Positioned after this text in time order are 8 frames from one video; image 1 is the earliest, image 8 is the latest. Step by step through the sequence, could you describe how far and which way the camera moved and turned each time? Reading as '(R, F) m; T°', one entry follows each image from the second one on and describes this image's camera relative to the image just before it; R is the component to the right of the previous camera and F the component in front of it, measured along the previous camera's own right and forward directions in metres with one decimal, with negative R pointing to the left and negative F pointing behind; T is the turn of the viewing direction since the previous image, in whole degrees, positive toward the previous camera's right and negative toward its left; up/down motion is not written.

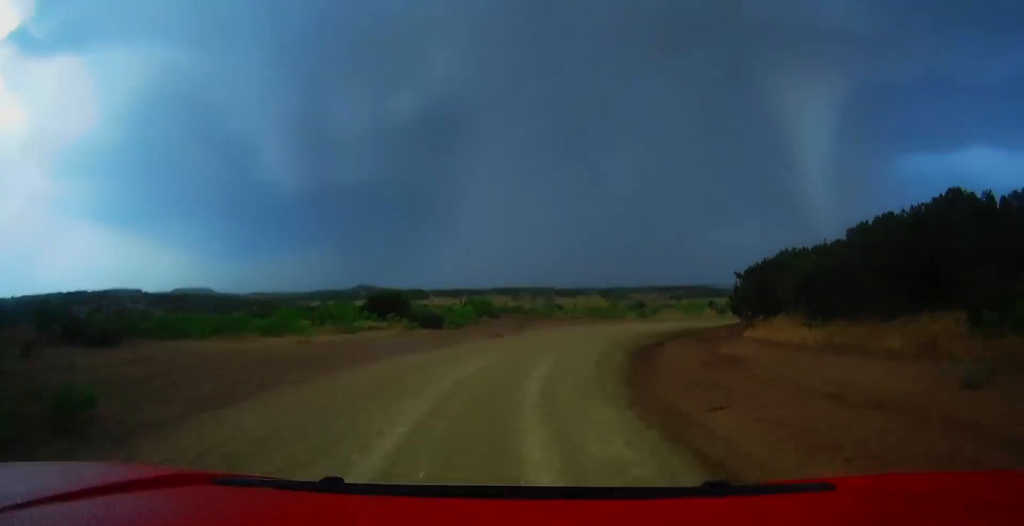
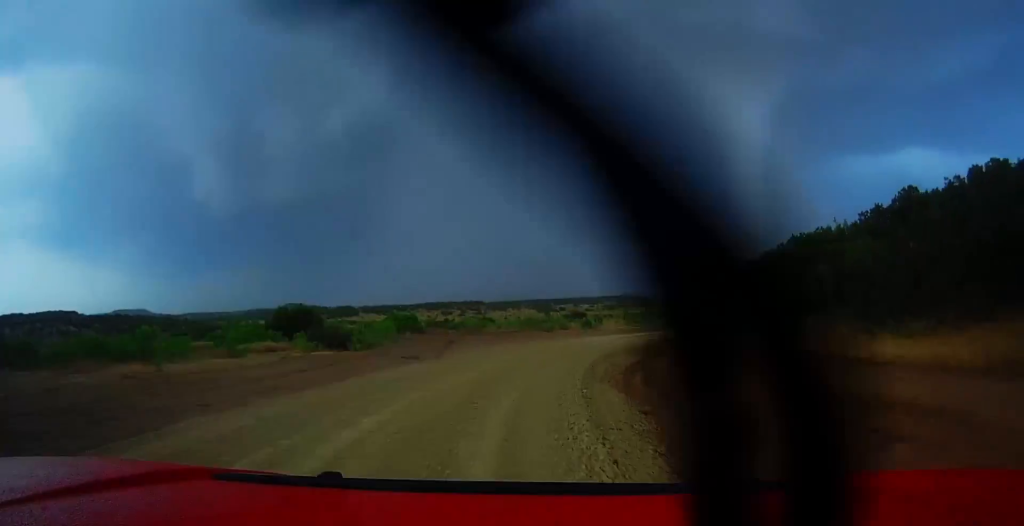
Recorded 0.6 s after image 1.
(+0.4, +9.6) m; +5°
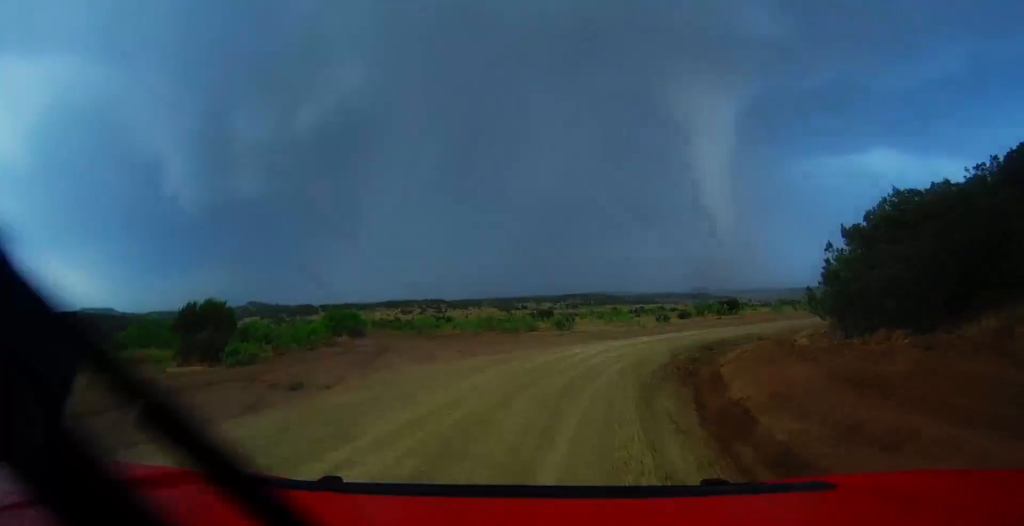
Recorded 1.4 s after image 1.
(+0.5, +12.3) m; +7°
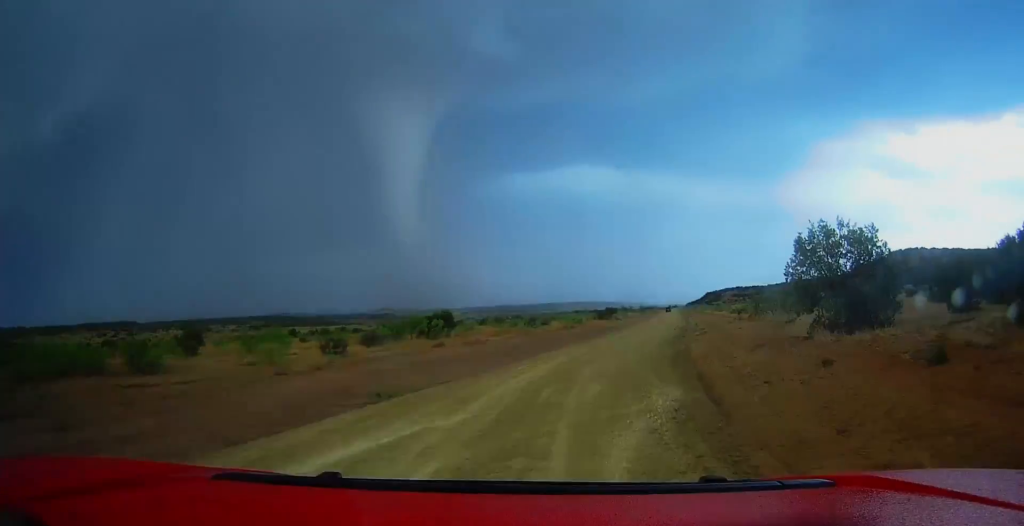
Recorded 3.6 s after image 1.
(+7.1, +30.2) m; +25°
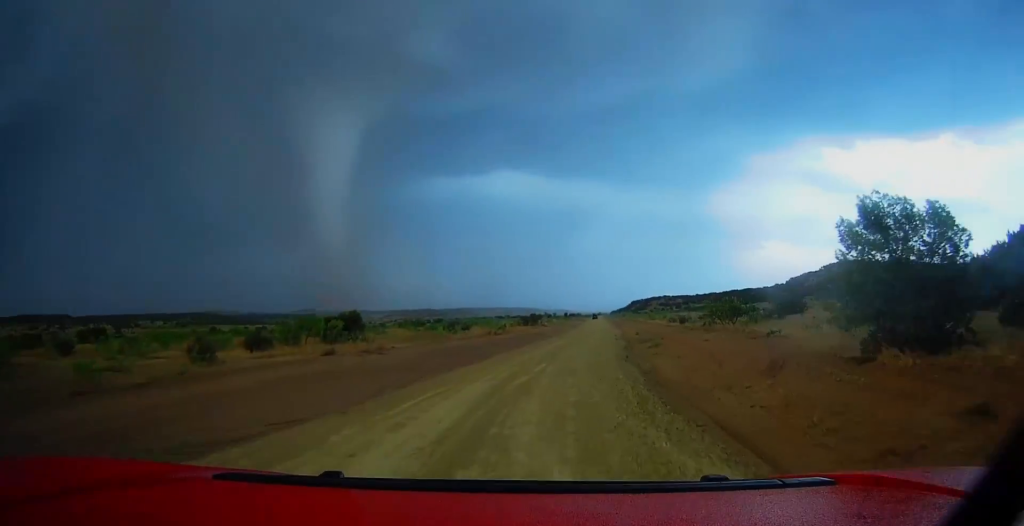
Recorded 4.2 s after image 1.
(+0.4, +8.2) m; +4°
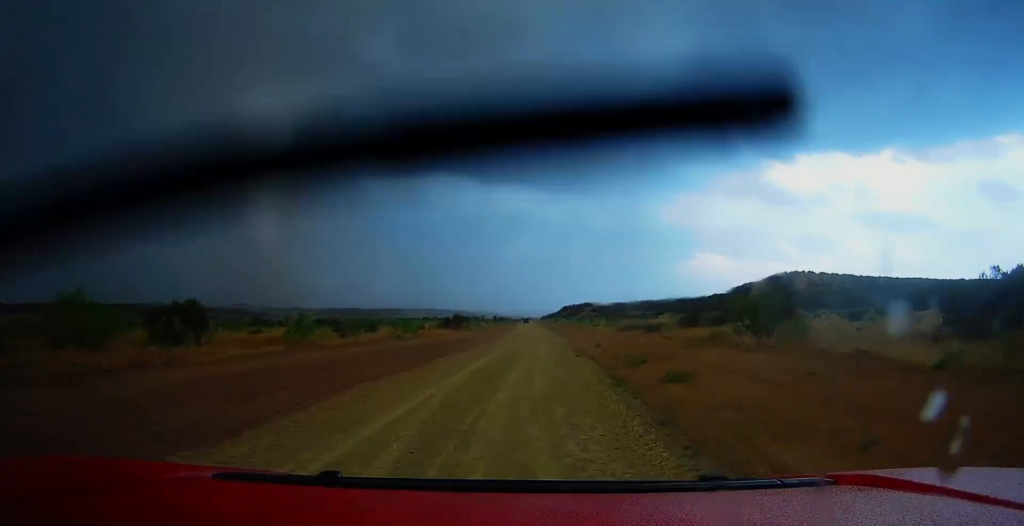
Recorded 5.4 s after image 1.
(+0.9, +18.7) m; +5°
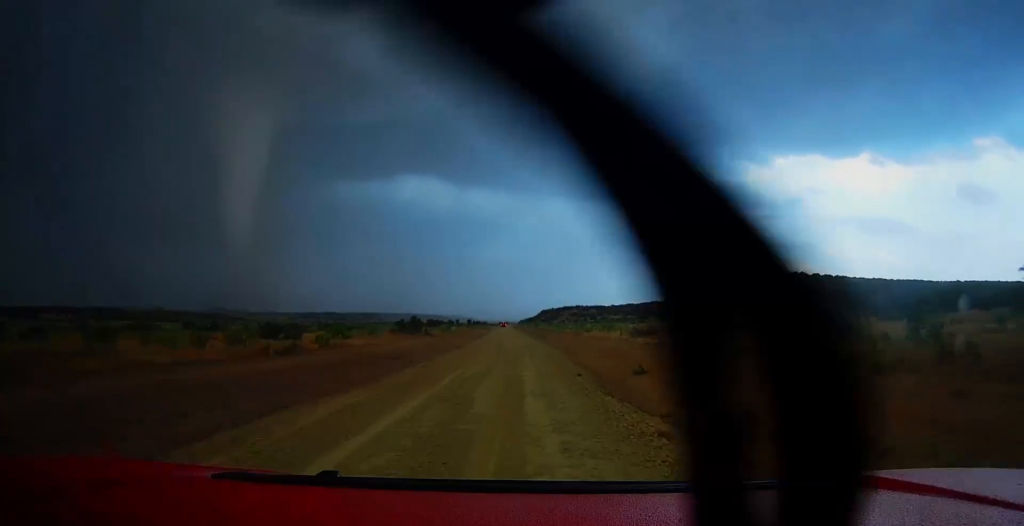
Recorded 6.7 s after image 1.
(+0.6, +21.3) m; +2°
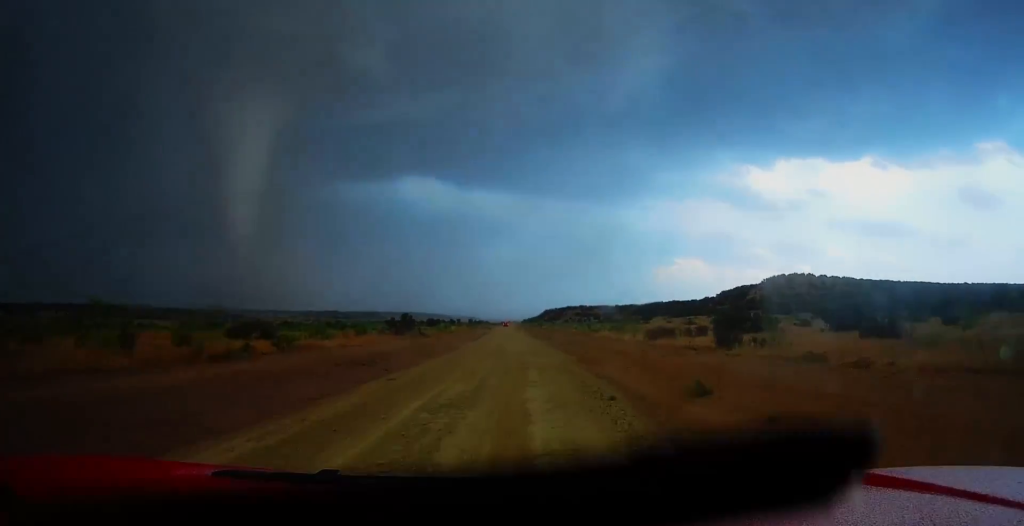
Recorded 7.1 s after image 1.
(-0.1, +6.9) m; 0°
